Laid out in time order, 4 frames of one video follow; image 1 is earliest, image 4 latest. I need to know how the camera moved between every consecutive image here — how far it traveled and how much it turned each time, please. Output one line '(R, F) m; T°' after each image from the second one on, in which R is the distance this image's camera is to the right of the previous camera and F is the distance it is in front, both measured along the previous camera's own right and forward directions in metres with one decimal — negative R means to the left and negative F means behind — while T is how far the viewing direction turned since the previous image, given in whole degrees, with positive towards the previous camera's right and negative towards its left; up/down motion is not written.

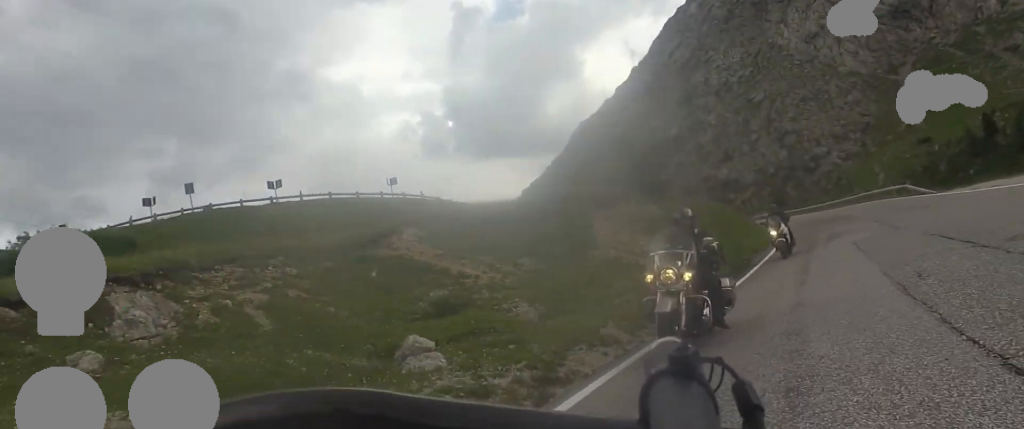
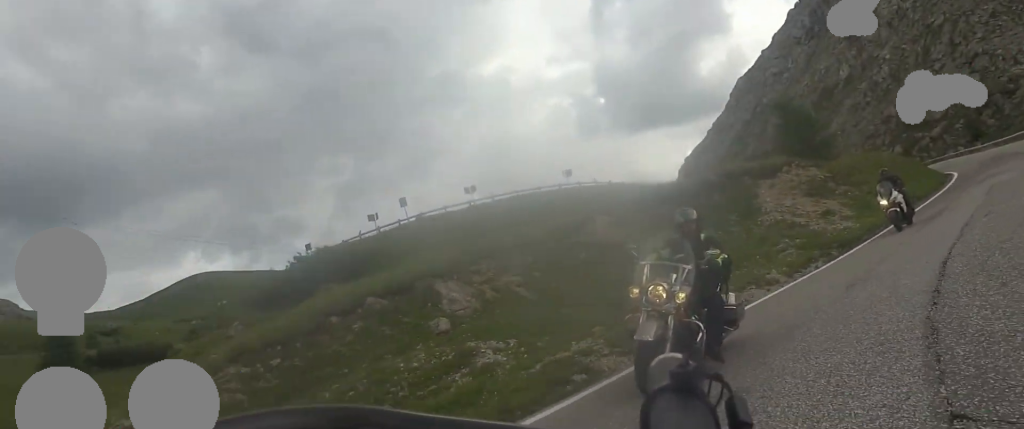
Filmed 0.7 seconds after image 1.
(-0.9, +5.4) m; -13°
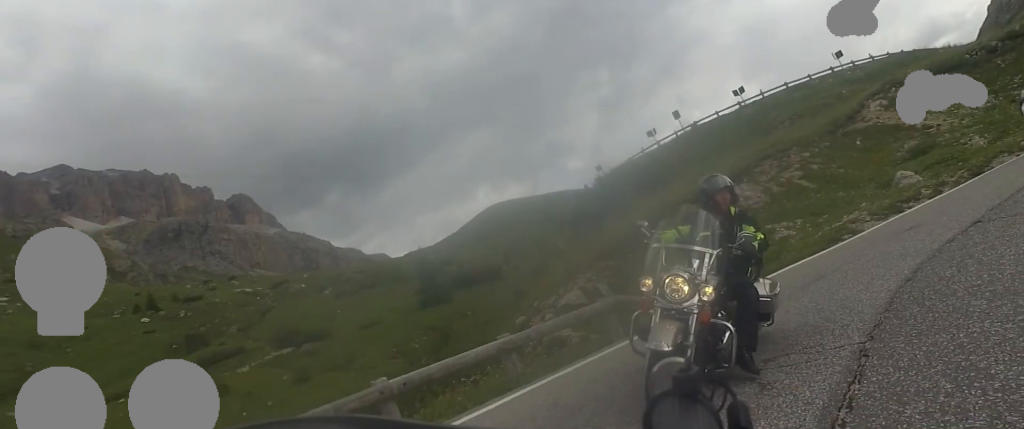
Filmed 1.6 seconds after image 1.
(0.0, +6.5) m; -21°
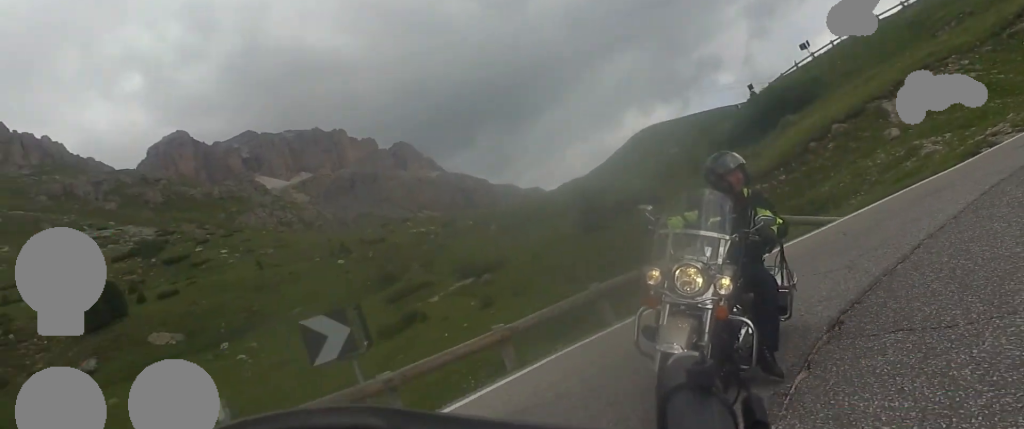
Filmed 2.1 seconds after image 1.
(-1.2, +3.3) m; -20°
